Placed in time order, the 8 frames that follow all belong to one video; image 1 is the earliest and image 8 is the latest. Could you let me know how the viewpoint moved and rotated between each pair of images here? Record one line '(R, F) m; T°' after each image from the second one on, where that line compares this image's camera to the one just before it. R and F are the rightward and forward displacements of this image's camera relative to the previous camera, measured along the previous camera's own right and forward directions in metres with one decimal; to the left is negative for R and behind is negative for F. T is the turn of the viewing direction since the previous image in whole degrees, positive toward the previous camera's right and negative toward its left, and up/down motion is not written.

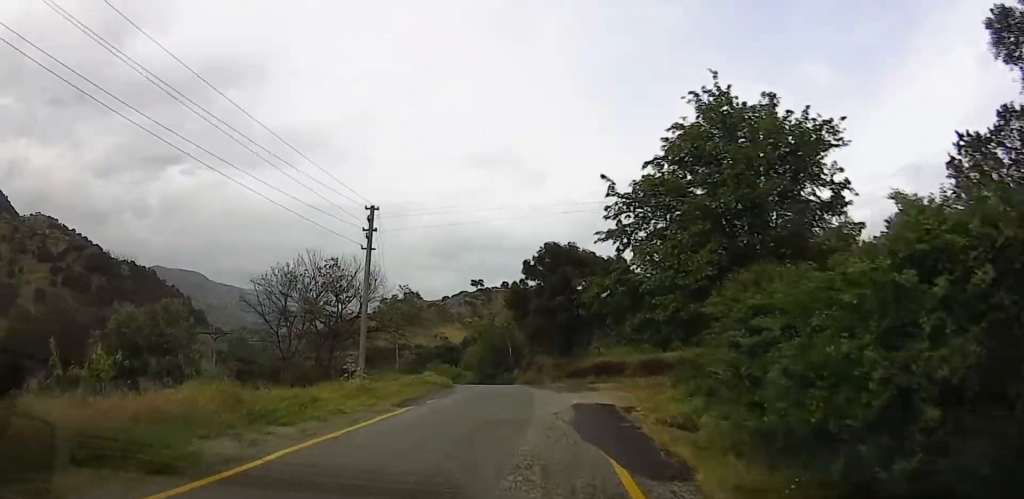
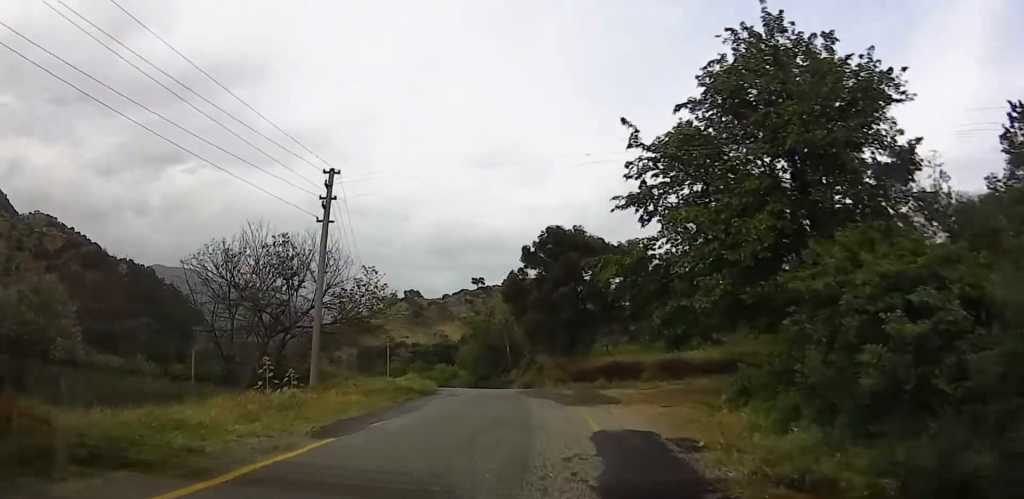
(-0.2, +6.0) m; -3°
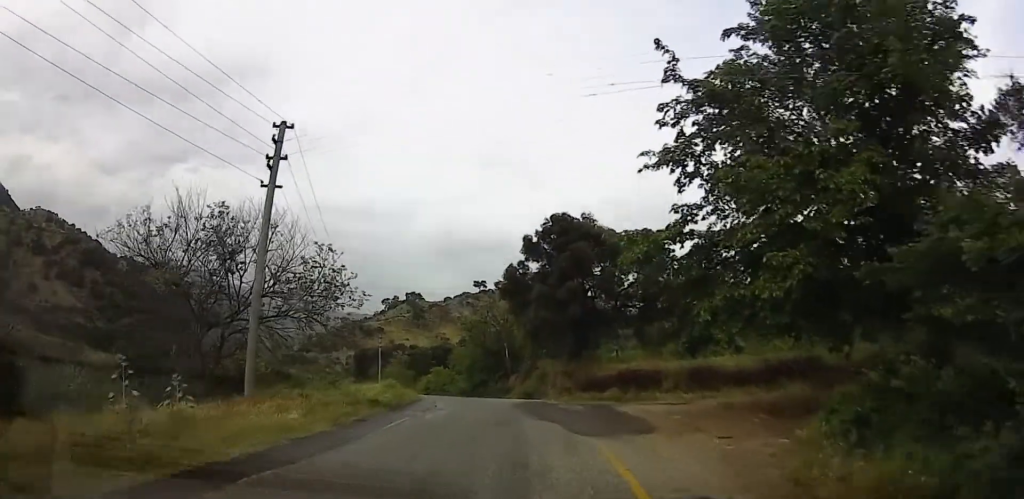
(-0.1, +5.1) m; -2°
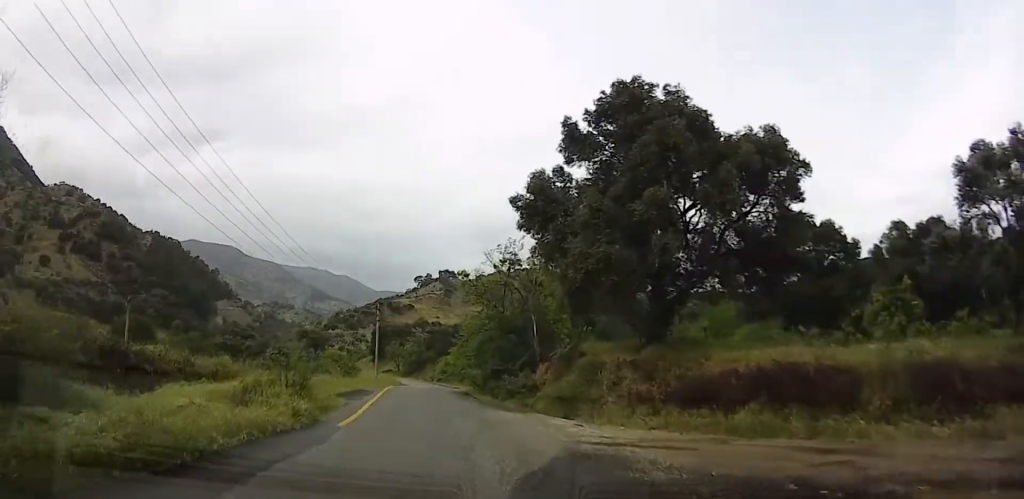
(+1.1, +14.7) m; +1°
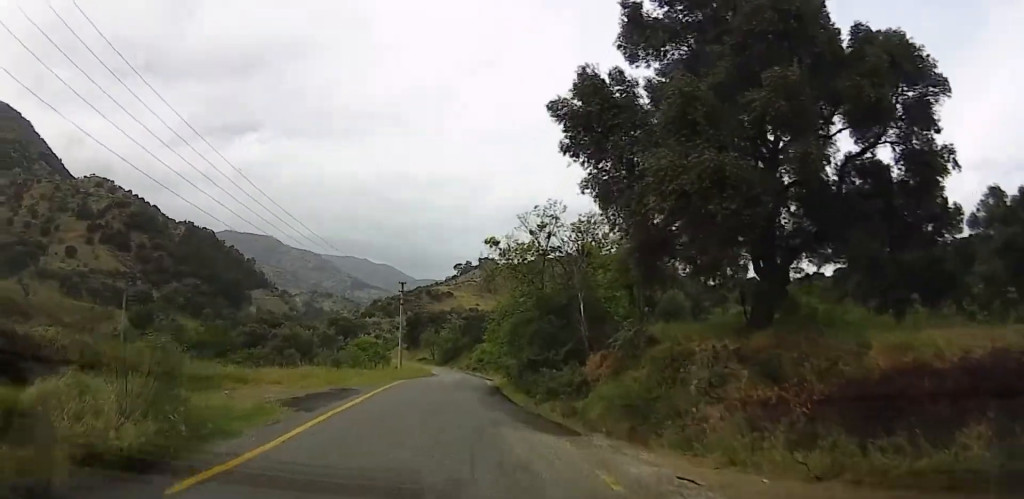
(-0.8, +5.6) m; -11°
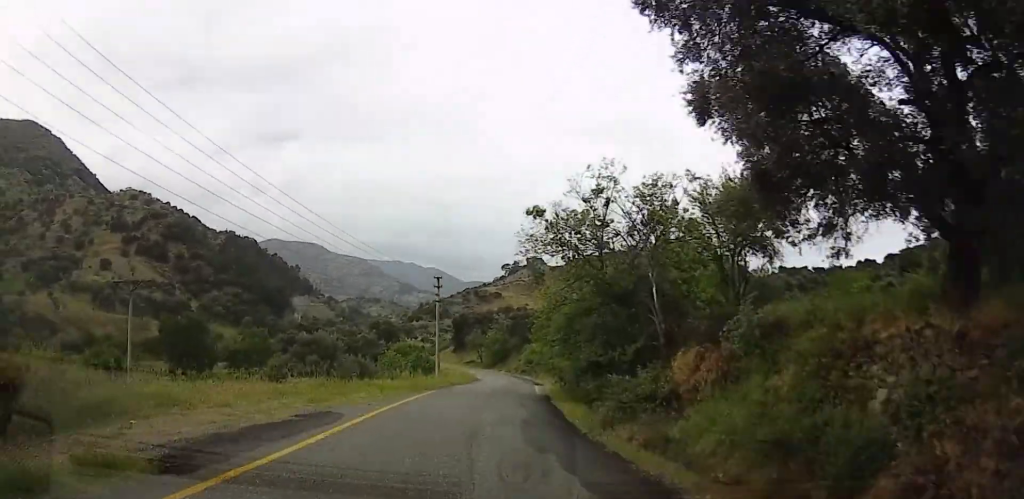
(-0.2, +4.9) m; -2°
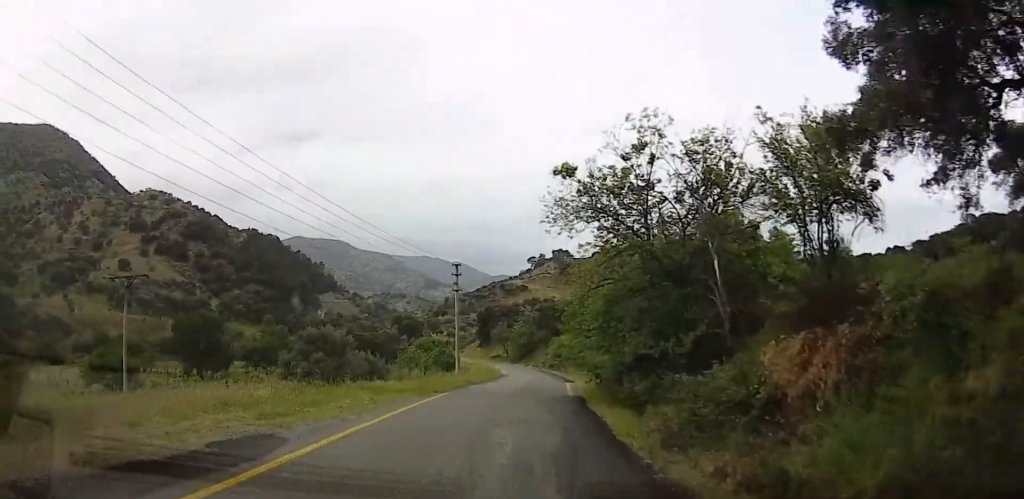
(0.0, +3.4) m; -1°
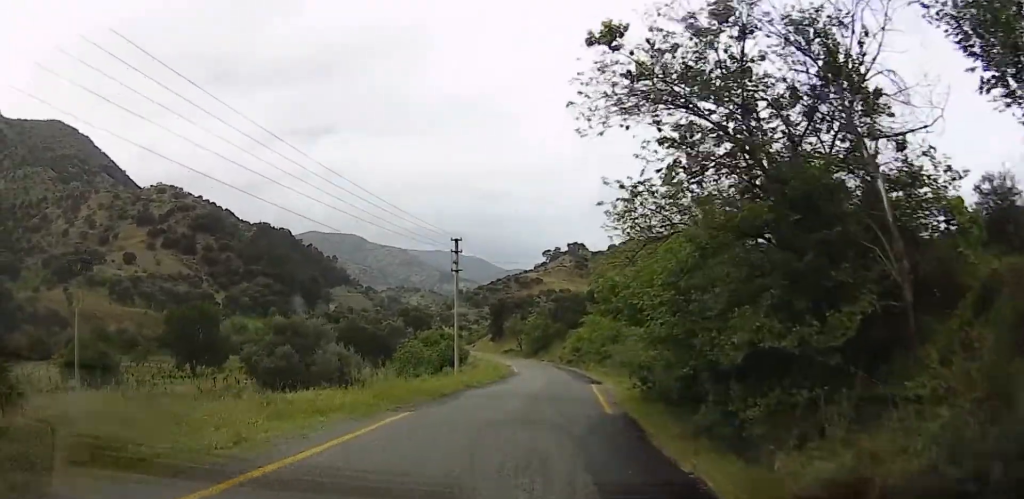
(0.0, +6.3) m; 0°
